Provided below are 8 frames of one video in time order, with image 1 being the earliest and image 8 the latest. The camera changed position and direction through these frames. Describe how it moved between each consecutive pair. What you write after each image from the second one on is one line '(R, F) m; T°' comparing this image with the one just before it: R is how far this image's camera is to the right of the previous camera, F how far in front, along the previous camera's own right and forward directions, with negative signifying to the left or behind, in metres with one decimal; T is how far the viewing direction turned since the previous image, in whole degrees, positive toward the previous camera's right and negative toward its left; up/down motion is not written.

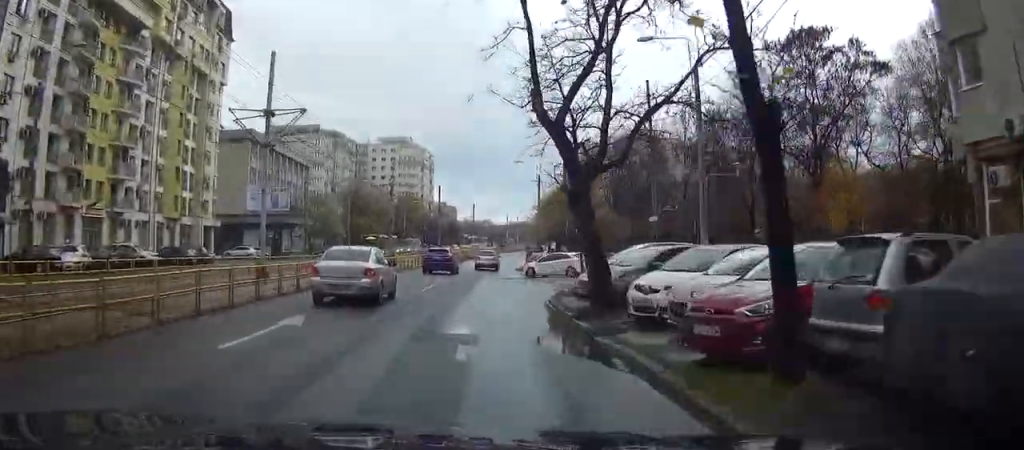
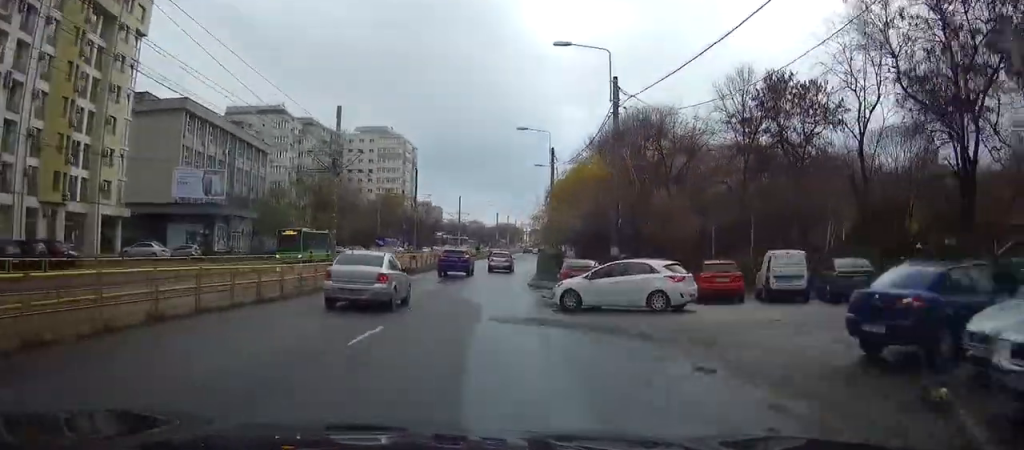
(+0.3, +22.2) m; +4°
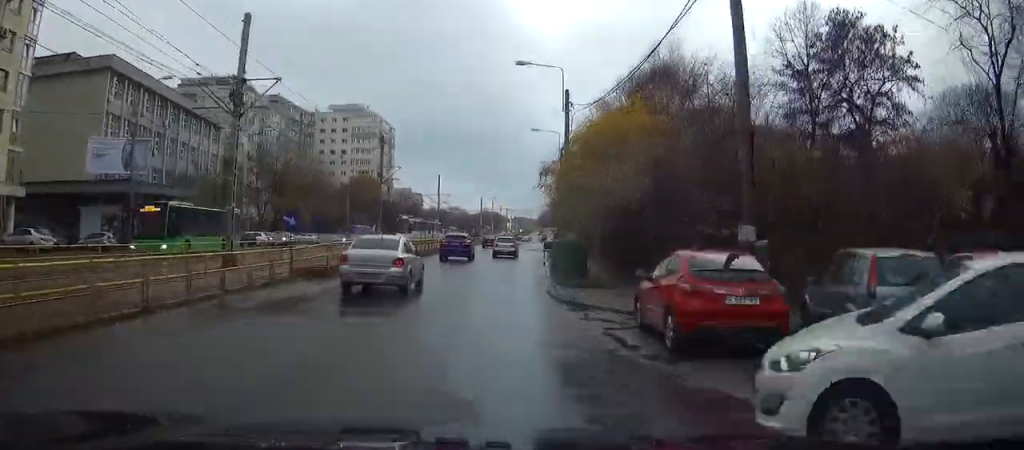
(+0.7, +16.4) m; +3°
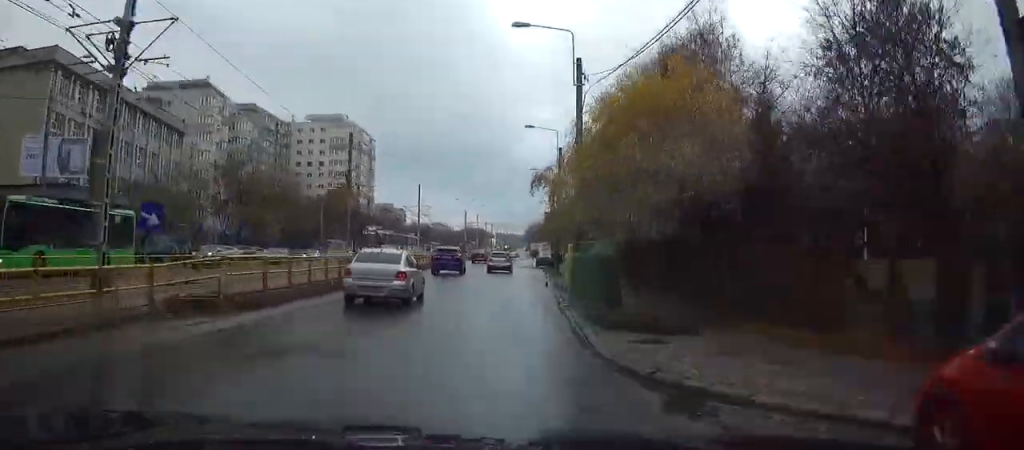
(+0.3, +9.2) m; +2°
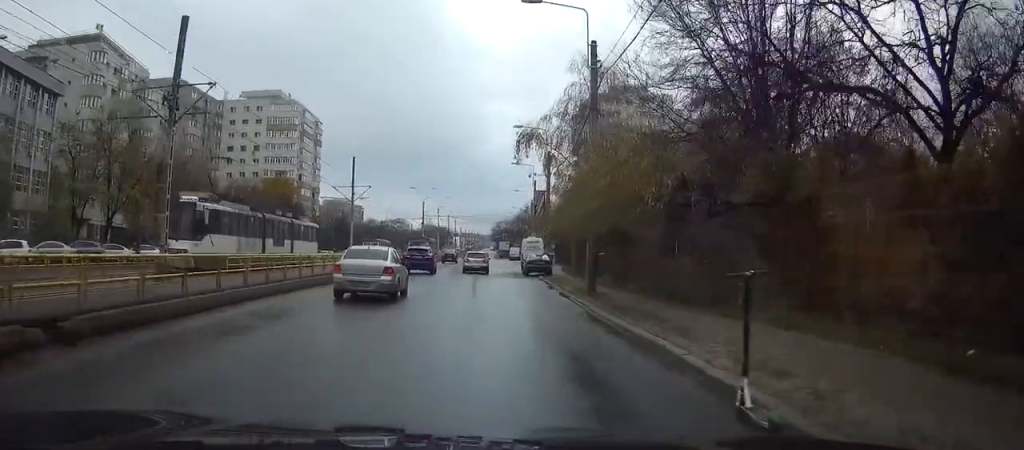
(+0.2, +27.2) m; +1°
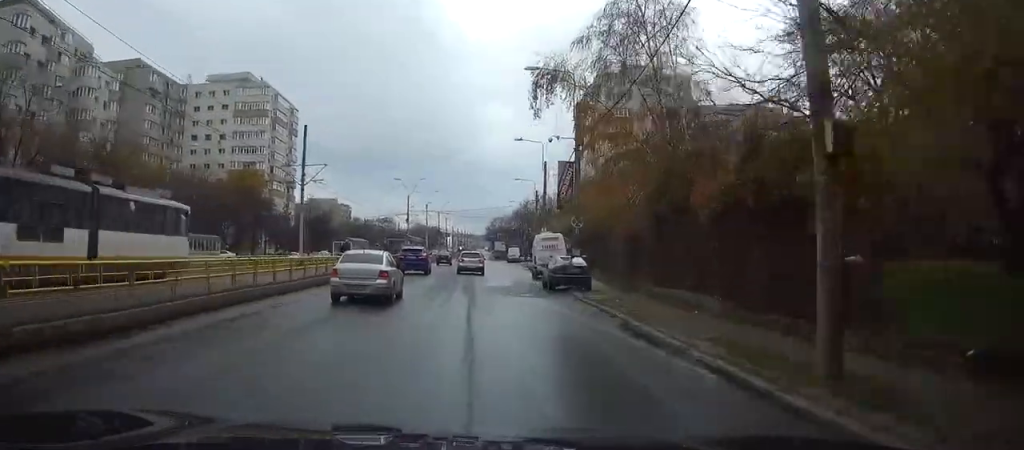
(+0.2, +17.5) m; 0°
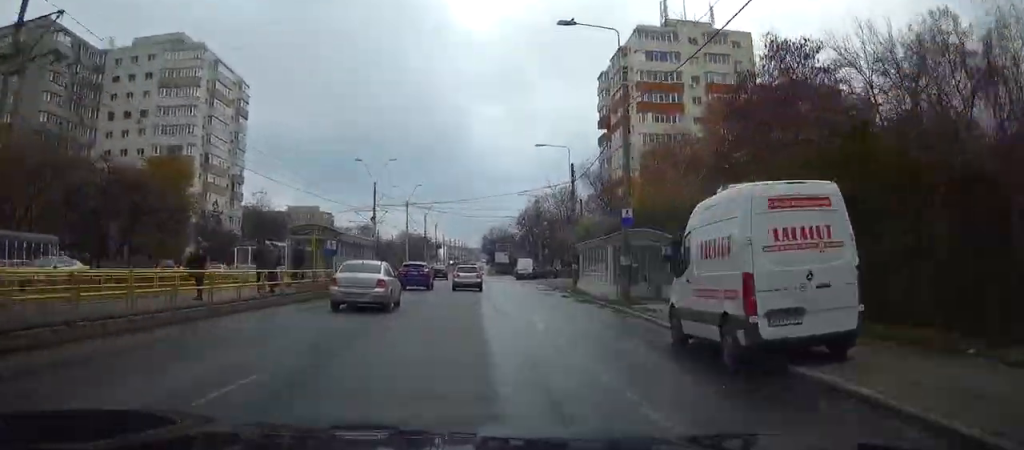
(0.0, +33.5) m; 0°
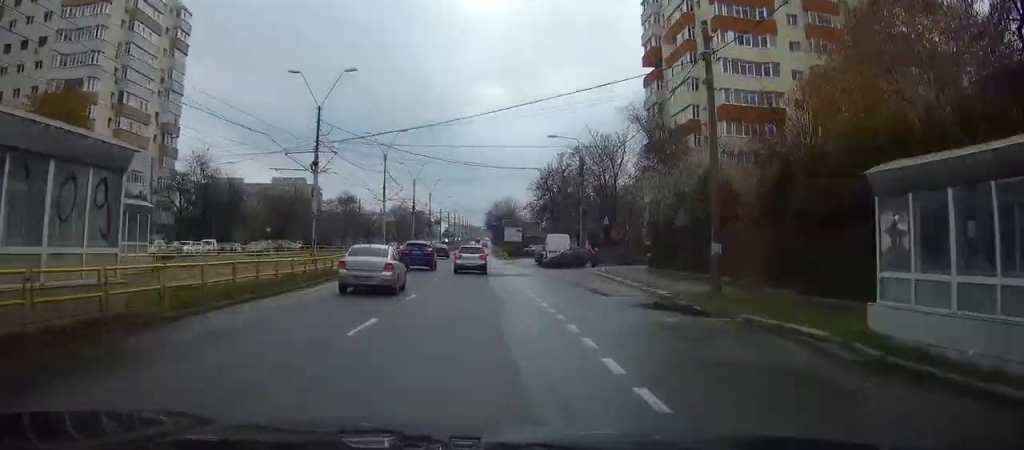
(0.0, +30.2) m; 0°
